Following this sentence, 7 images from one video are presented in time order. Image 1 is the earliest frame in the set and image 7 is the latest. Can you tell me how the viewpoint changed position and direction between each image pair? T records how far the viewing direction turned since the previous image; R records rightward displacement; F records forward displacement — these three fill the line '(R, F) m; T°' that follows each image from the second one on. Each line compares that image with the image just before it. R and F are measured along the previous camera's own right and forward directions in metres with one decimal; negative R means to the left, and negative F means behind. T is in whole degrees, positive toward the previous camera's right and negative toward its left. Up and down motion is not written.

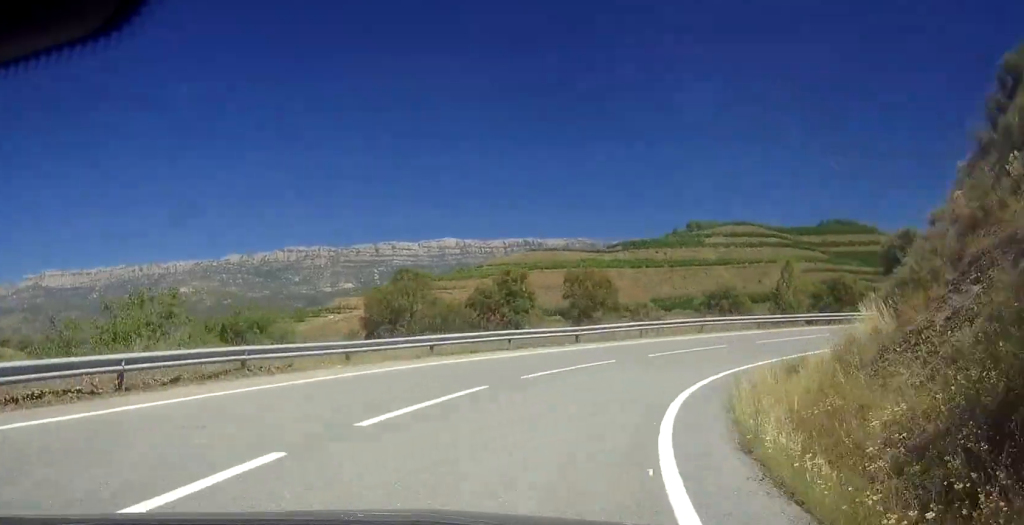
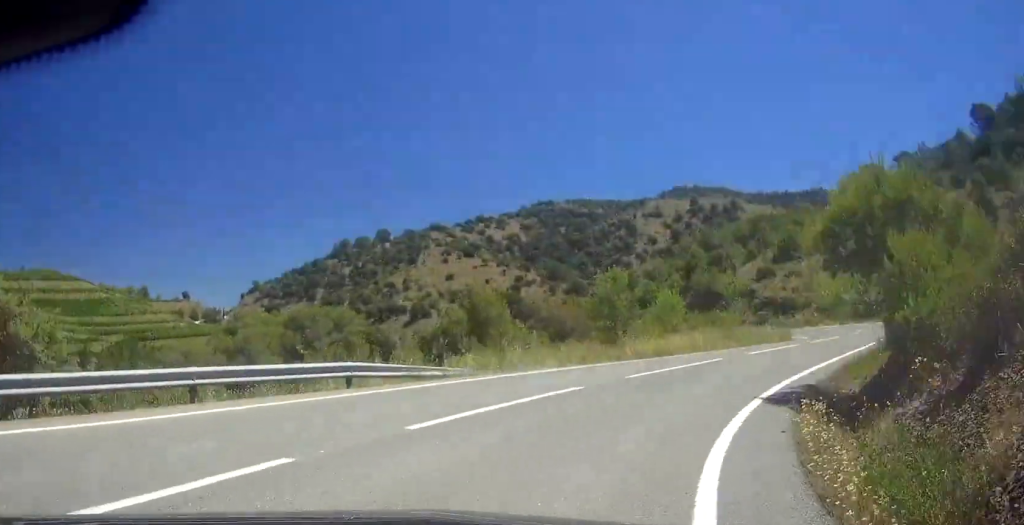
(+7.5, +34.3) m; +17°
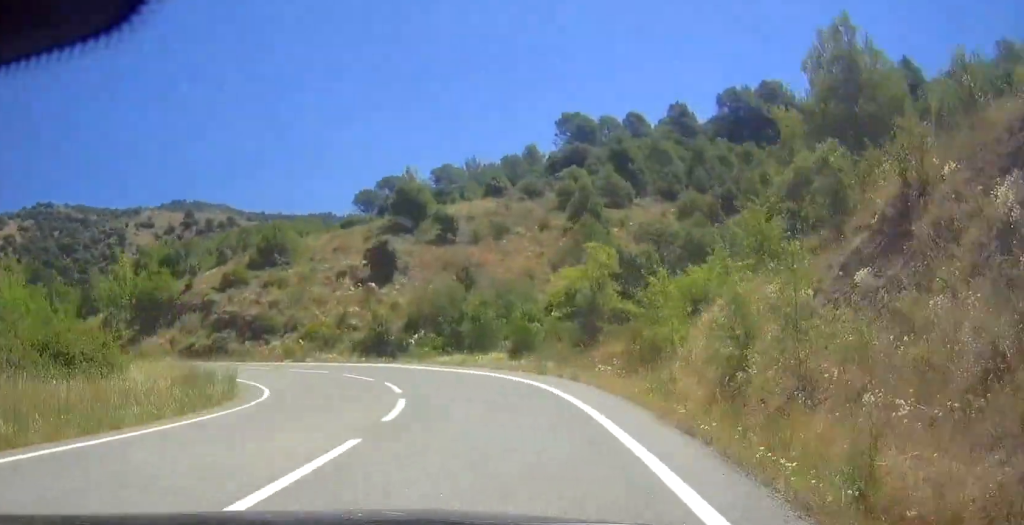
(+0.2, +26.9) m; +7°
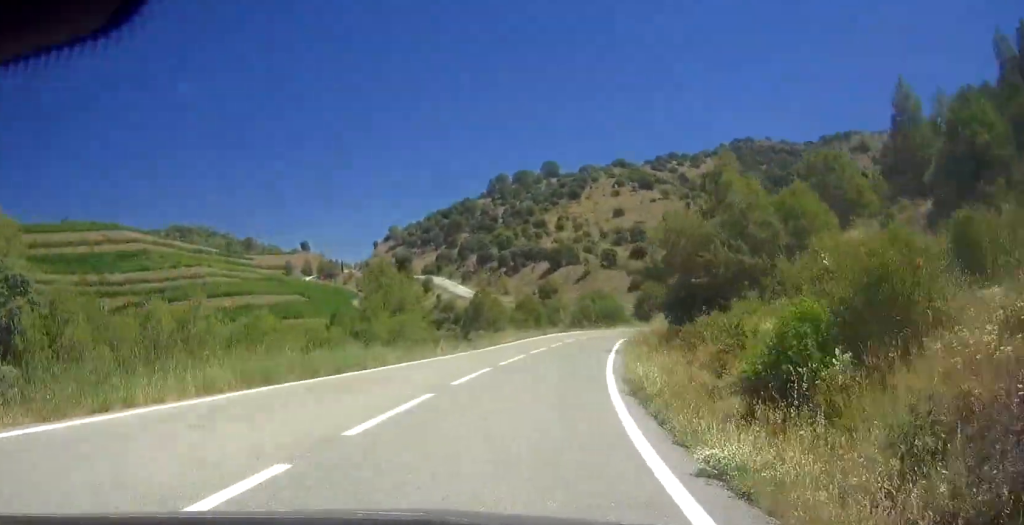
(-3.8, +92.8) m; -3°
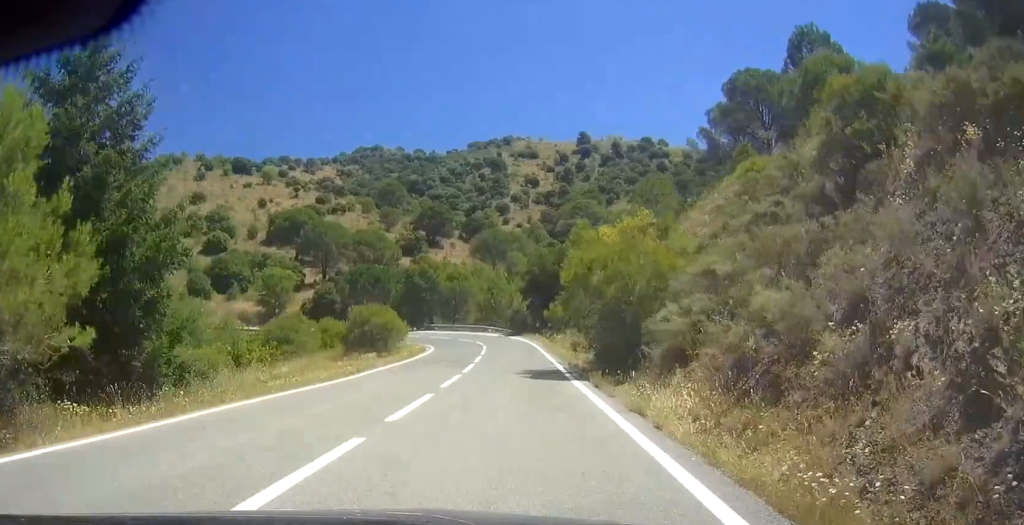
(+17.8, +85.9) m; +9°
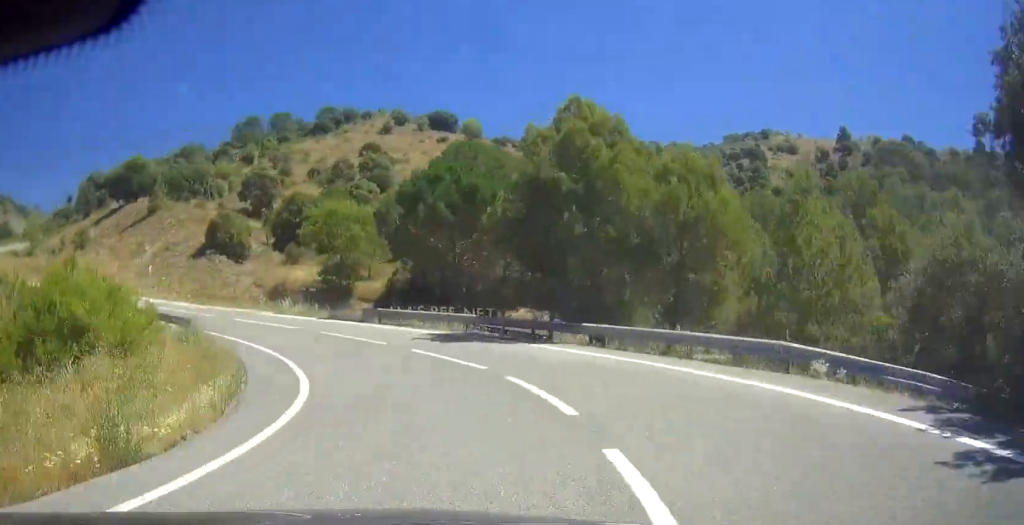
(-6.0, +55.6) m; -24°
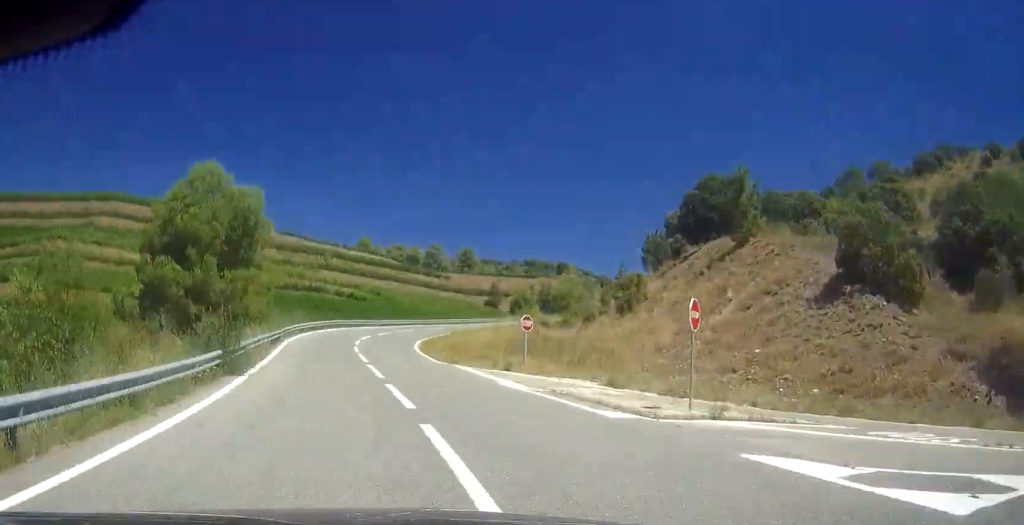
(-7.0, +39.3) m; -18°
